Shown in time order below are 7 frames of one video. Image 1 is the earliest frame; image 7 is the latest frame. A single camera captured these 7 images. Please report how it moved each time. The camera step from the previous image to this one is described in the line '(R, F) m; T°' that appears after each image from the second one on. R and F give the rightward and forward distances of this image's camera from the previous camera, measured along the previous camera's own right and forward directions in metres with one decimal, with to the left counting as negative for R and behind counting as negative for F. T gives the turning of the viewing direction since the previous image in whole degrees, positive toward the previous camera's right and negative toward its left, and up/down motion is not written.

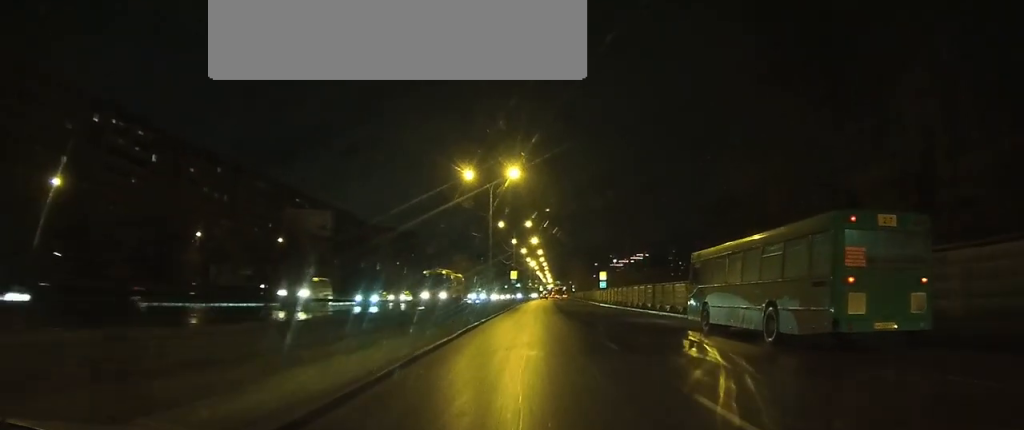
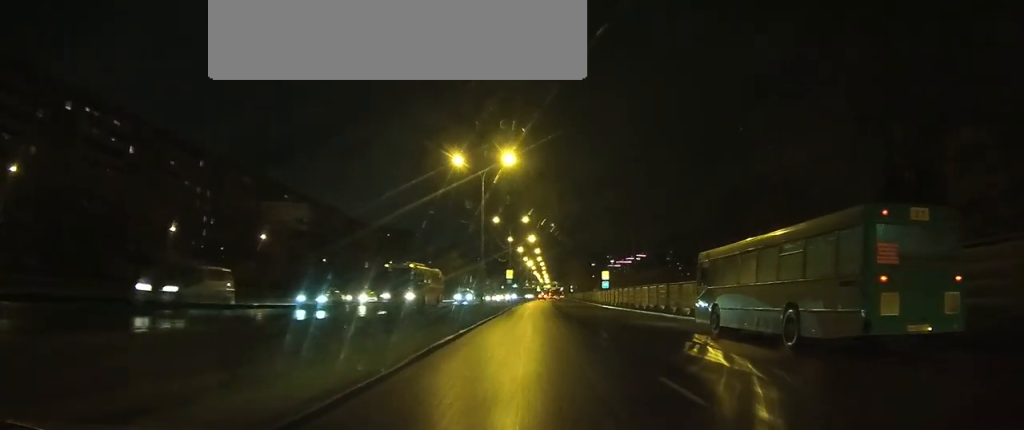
(0.0, +5.2) m; 0°
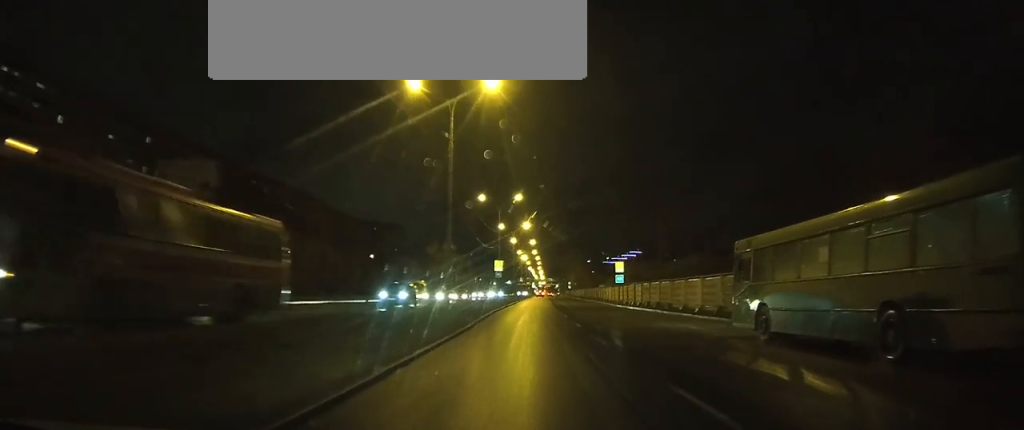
(0.0, +14.1) m; 0°
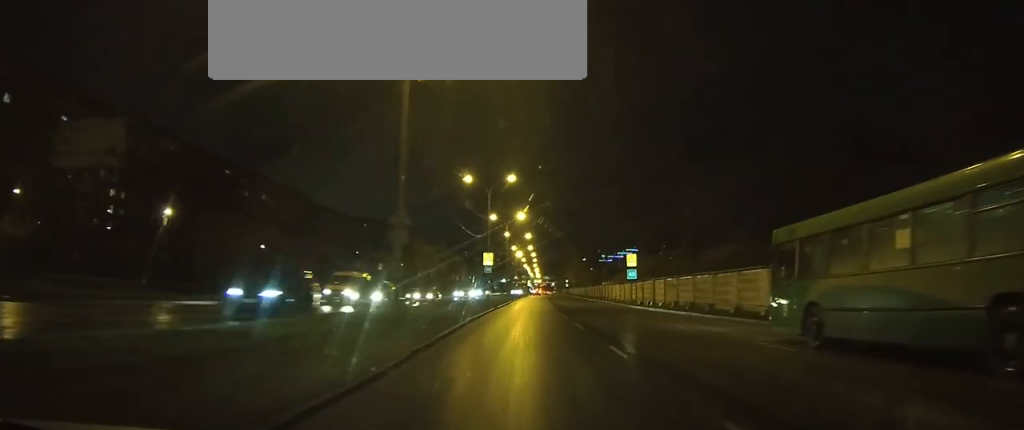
(0.0, +9.0) m; +1°
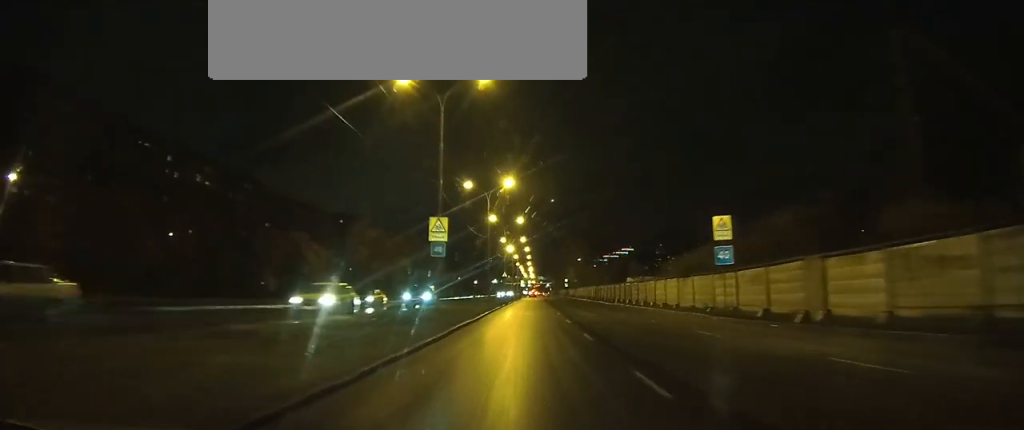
(+0.5, +26.5) m; +1°
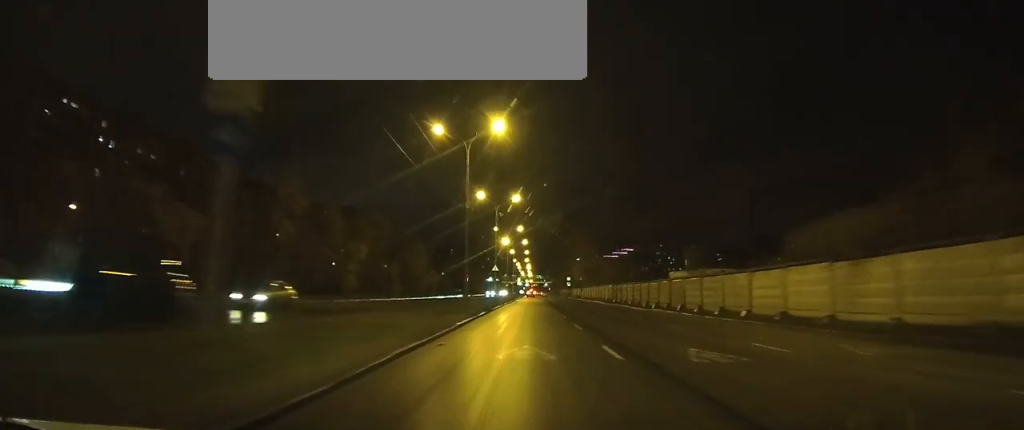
(0.0, +20.4) m; 0°
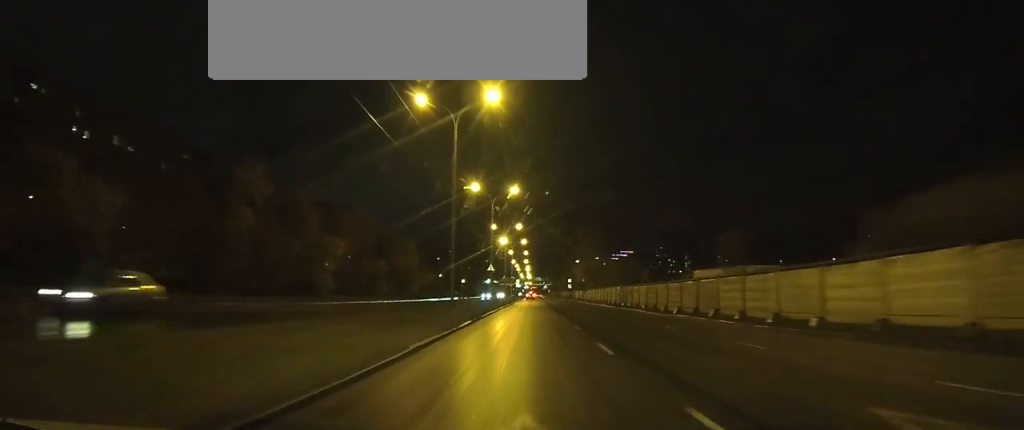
(0.0, +7.1) m; 0°
